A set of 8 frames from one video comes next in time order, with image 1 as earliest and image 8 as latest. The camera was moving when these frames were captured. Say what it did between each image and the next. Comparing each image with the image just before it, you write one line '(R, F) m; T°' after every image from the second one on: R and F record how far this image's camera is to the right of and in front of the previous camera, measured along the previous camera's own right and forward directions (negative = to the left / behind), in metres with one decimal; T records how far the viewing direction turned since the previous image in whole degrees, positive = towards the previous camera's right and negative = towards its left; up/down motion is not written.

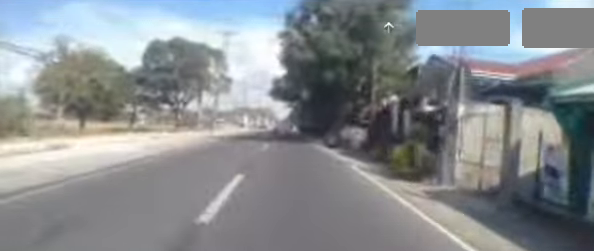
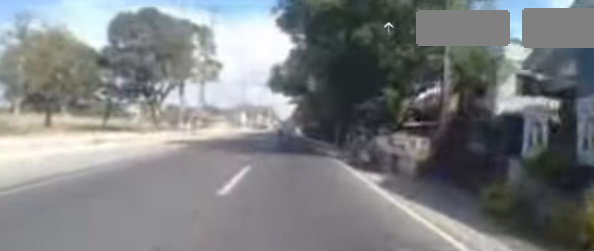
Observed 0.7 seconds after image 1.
(+0.2, +7.8) m; +1°
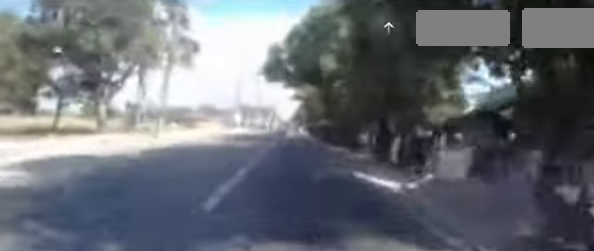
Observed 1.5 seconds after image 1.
(+0.1, +9.3) m; 0°
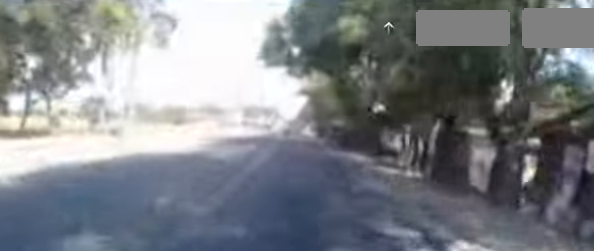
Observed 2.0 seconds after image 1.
(0.0, +5.6) m; -1°
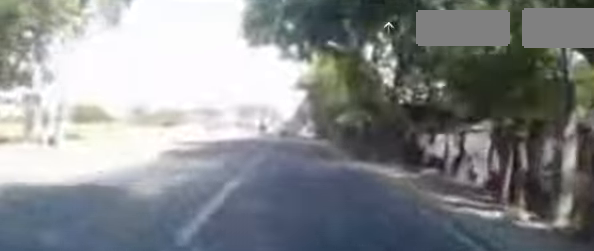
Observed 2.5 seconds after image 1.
(-0.1, +4.7) m; 0°
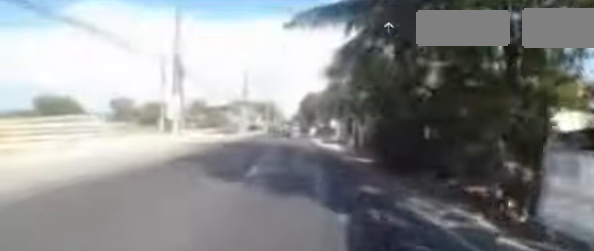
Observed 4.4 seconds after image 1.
(+0.3, +22.4) m; +3°
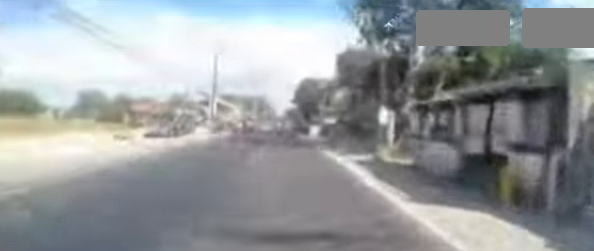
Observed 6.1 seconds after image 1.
(+0.2, +17.6) m; -1°
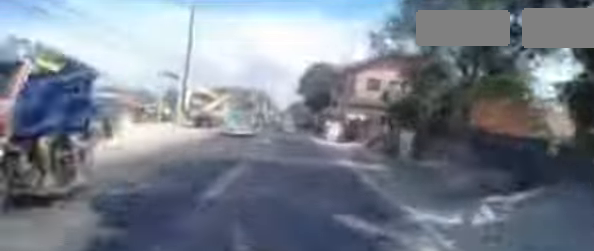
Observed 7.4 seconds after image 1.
(-0.3, +12.4) m; -1°
